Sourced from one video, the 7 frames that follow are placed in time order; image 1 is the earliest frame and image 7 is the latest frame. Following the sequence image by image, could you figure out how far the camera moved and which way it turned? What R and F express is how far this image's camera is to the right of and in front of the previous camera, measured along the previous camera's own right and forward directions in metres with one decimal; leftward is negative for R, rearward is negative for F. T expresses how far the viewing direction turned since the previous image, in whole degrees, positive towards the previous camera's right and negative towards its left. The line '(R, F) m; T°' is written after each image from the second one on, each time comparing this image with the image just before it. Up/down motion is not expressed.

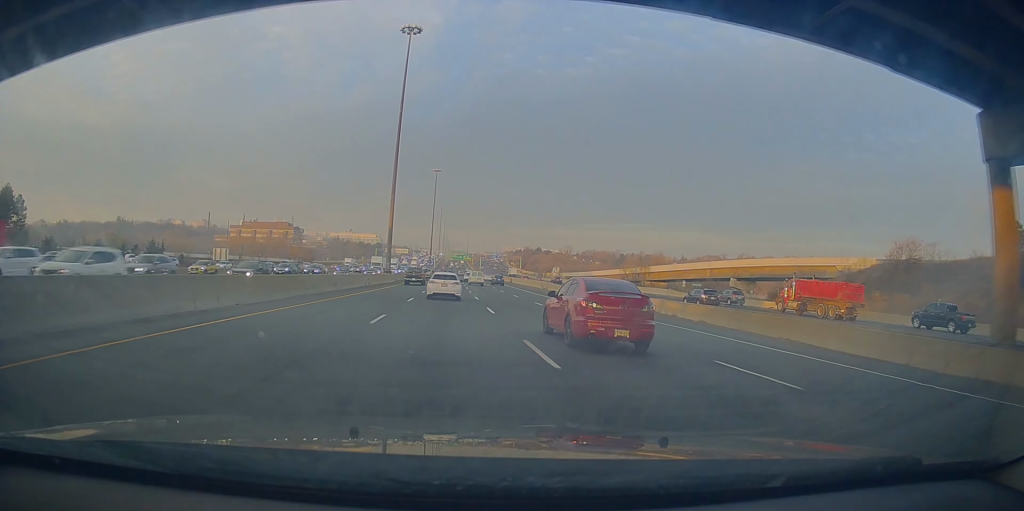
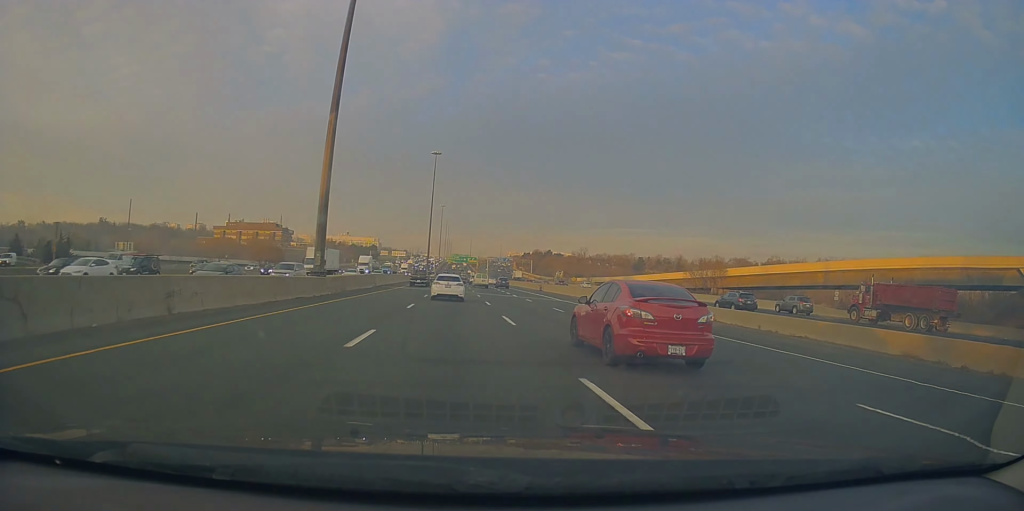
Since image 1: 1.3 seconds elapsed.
(0.0, +40.2) m; -1°
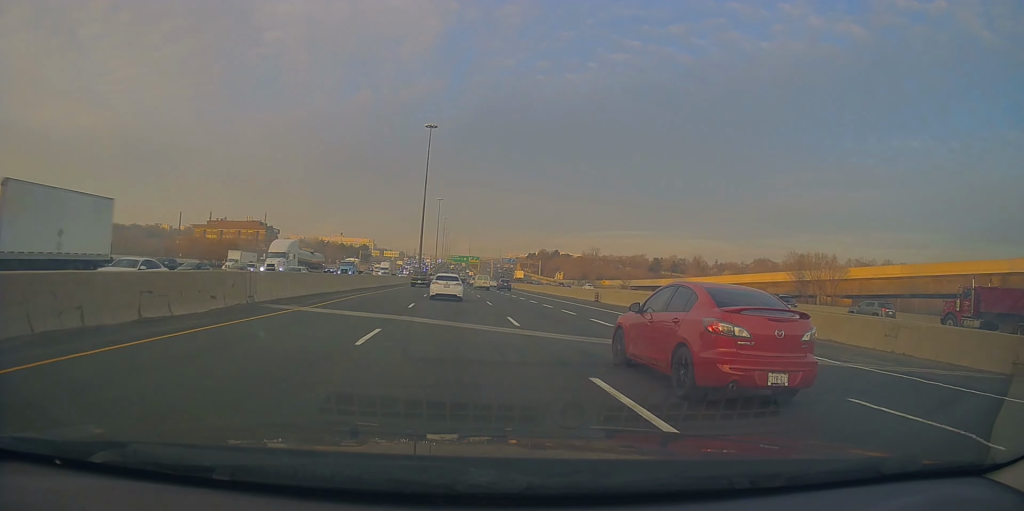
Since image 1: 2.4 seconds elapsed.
(-0.4, +35.7) m; 0°
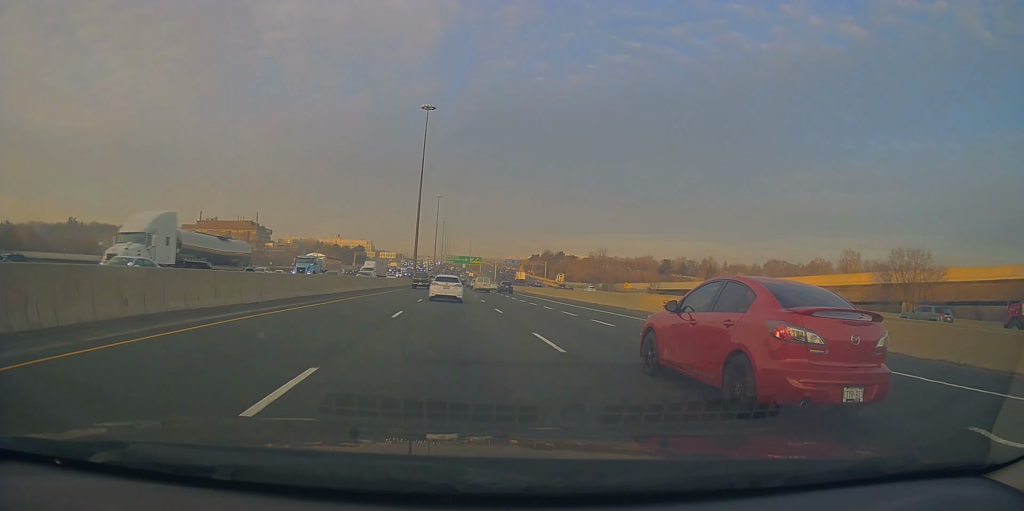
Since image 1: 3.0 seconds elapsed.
(+0.1, +18.1) m; +1°
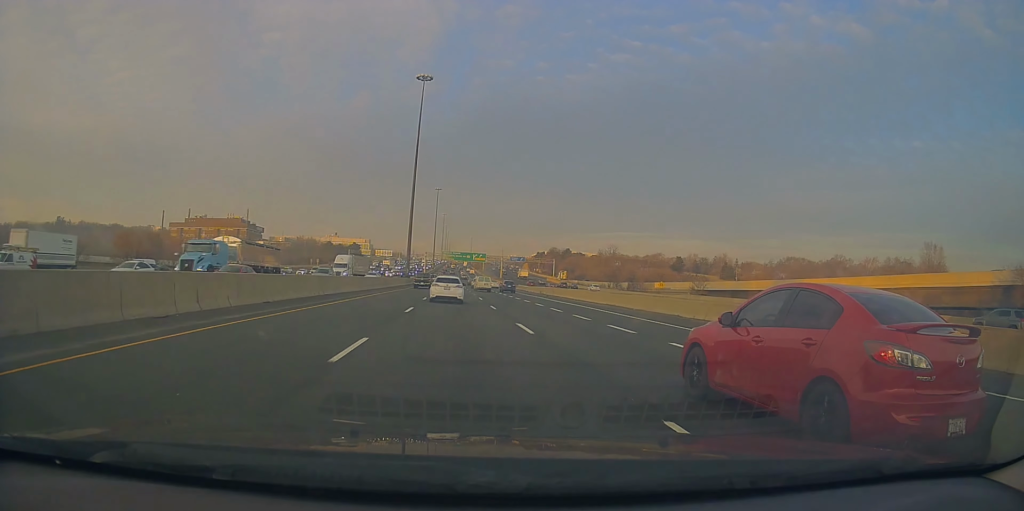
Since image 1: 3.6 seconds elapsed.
(+0.2, +20.5) m; 0°
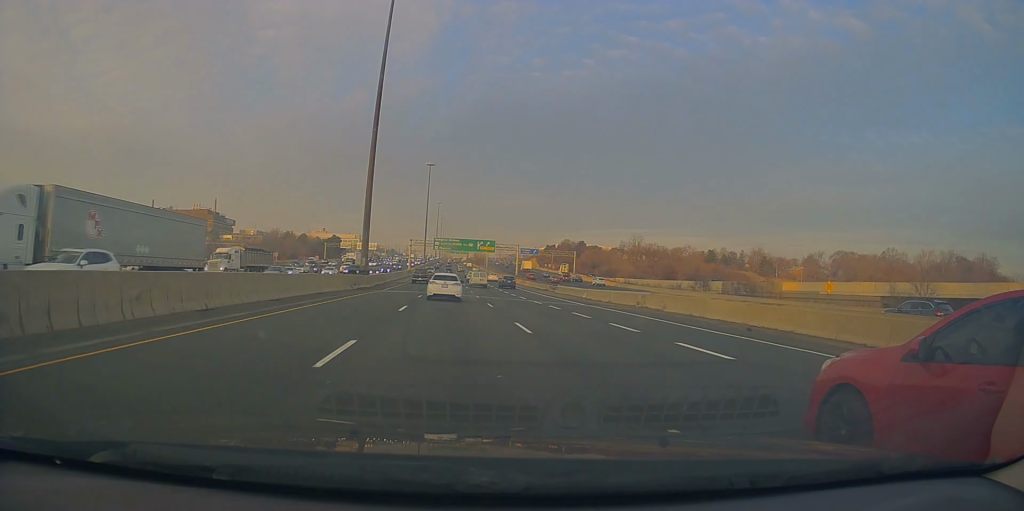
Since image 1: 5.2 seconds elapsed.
(0.0, +49.7) m; 0°
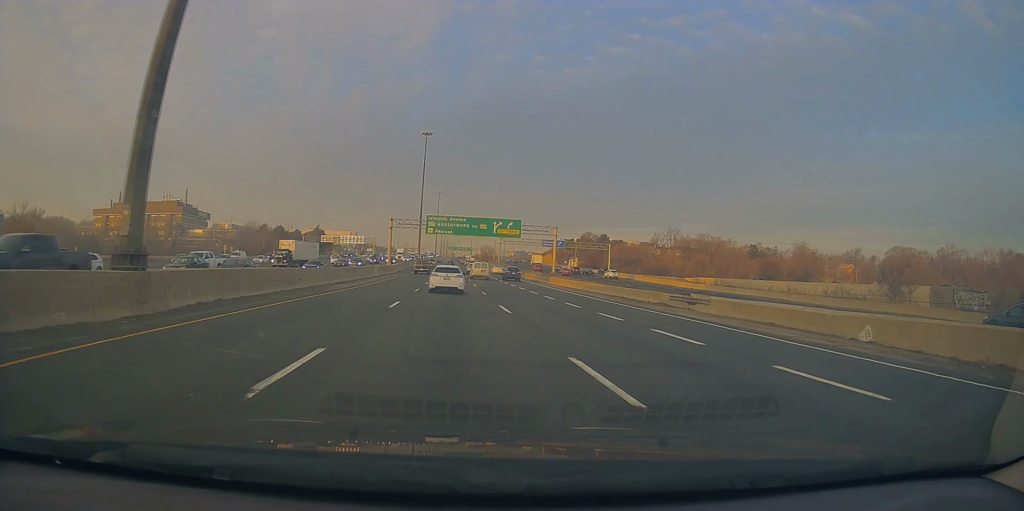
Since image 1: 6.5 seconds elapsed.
(0.0, +43.1) m; 0°
